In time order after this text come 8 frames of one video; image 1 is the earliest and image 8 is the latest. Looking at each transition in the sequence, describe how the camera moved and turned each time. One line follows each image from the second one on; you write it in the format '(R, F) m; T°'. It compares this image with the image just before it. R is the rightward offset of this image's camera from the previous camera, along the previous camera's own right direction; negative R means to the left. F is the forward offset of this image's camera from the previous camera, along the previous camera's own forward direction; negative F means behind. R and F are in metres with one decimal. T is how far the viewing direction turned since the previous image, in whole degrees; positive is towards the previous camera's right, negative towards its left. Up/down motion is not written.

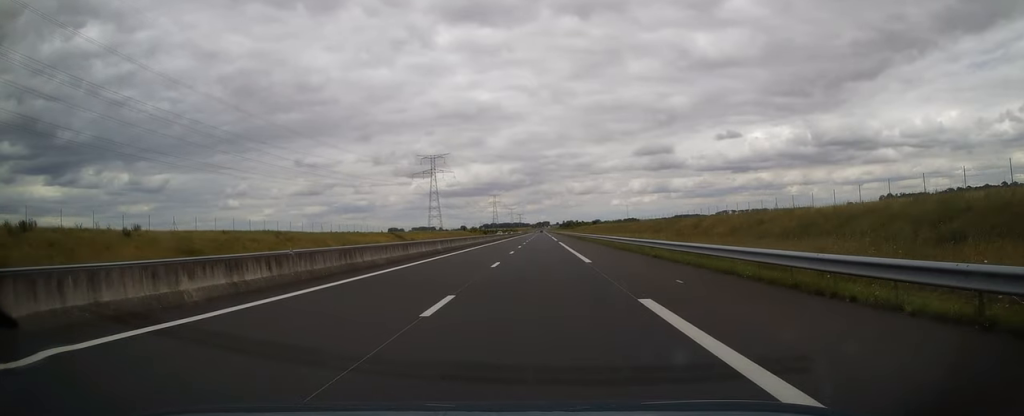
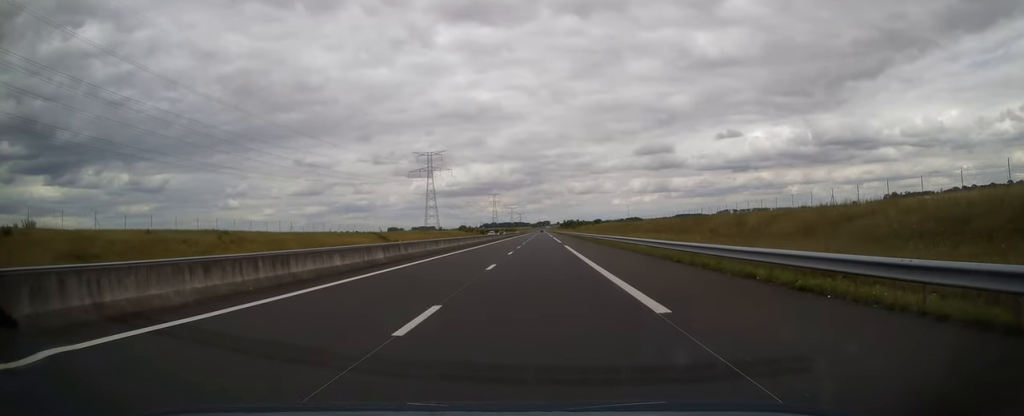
(0.0, +14.6) m; 0°
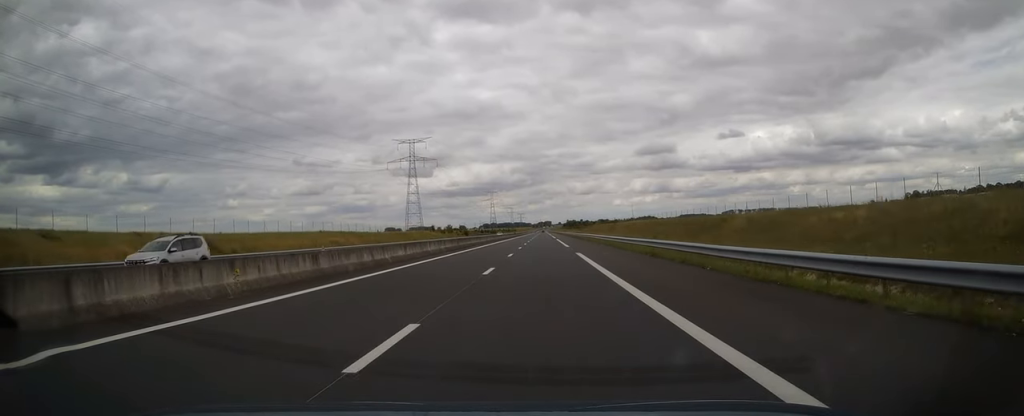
(0.0, +66.4) m; 0°
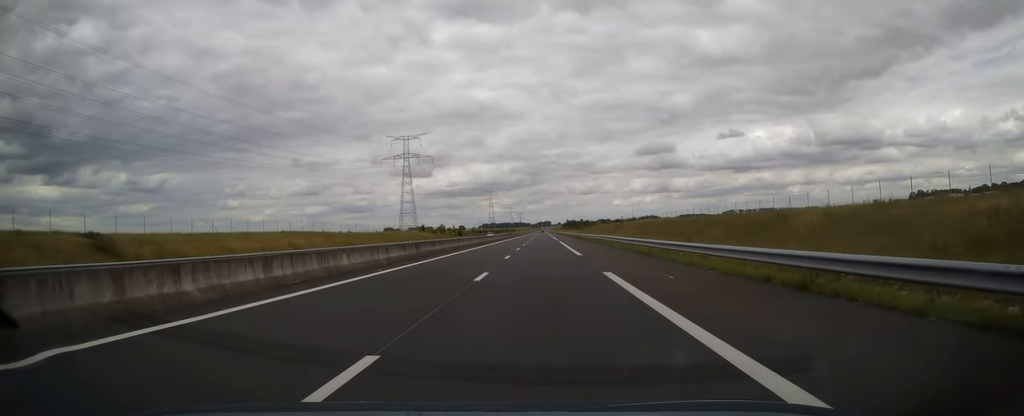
(0.0, +15.1) m; 0°
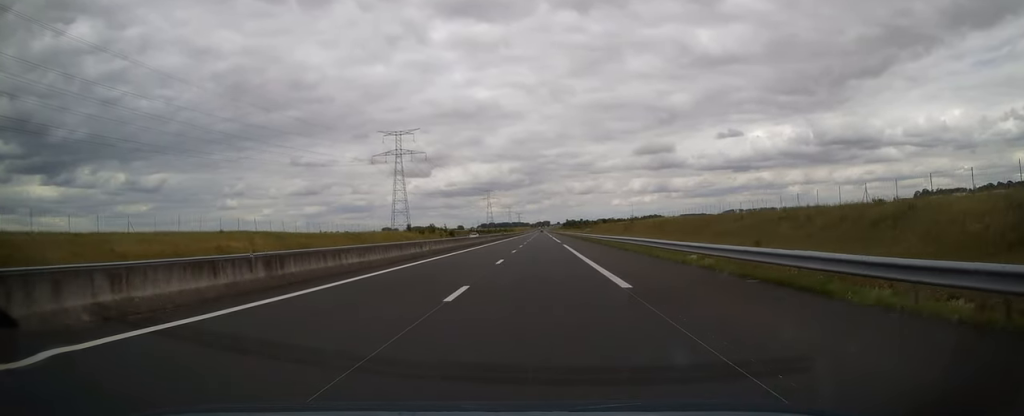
(0.0, +17.6) m; 0°
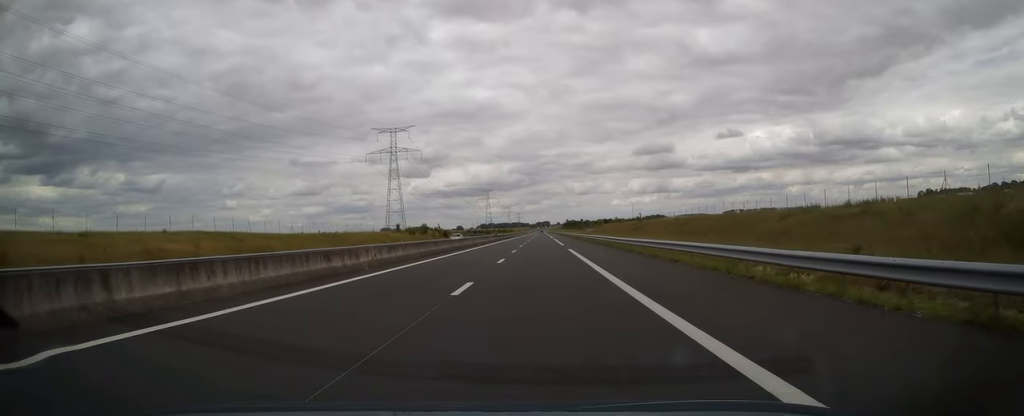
(+0.2, +11.8) m; 0°
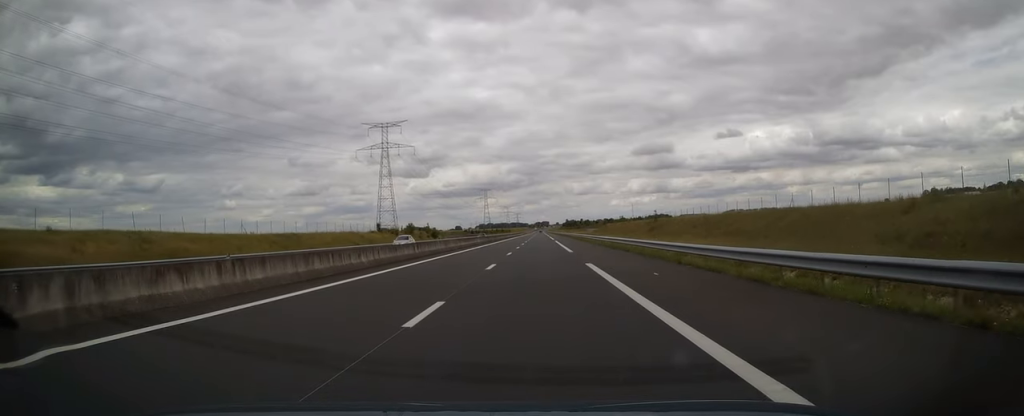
(+0.1, +17.1) m; 0°
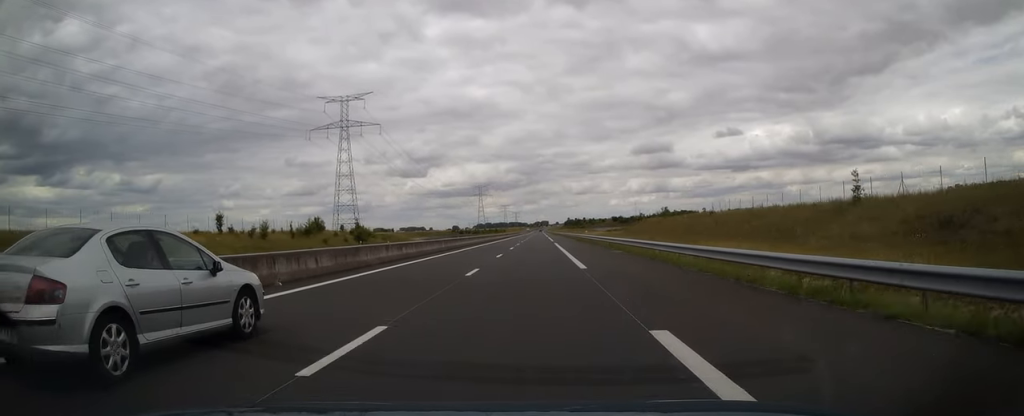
(-0.9, +67.4) m; 0°
